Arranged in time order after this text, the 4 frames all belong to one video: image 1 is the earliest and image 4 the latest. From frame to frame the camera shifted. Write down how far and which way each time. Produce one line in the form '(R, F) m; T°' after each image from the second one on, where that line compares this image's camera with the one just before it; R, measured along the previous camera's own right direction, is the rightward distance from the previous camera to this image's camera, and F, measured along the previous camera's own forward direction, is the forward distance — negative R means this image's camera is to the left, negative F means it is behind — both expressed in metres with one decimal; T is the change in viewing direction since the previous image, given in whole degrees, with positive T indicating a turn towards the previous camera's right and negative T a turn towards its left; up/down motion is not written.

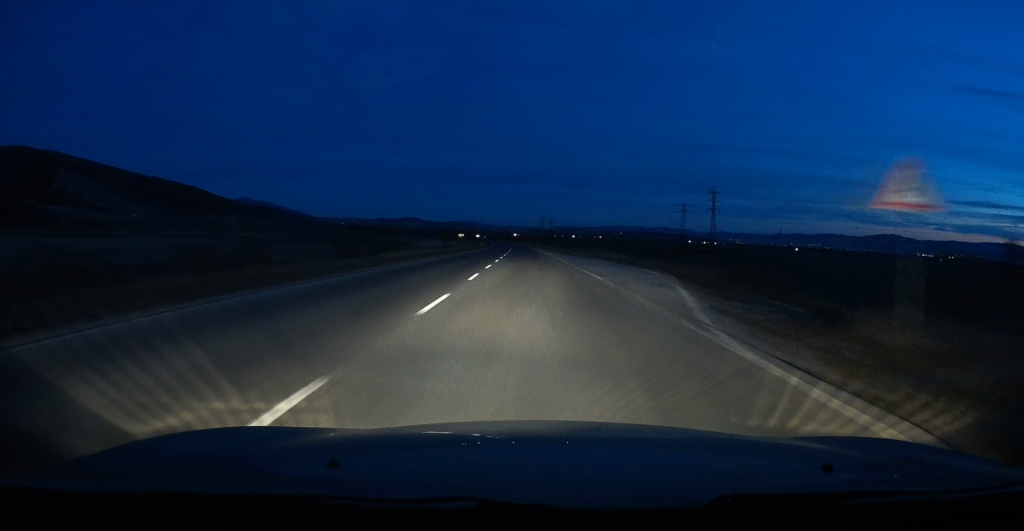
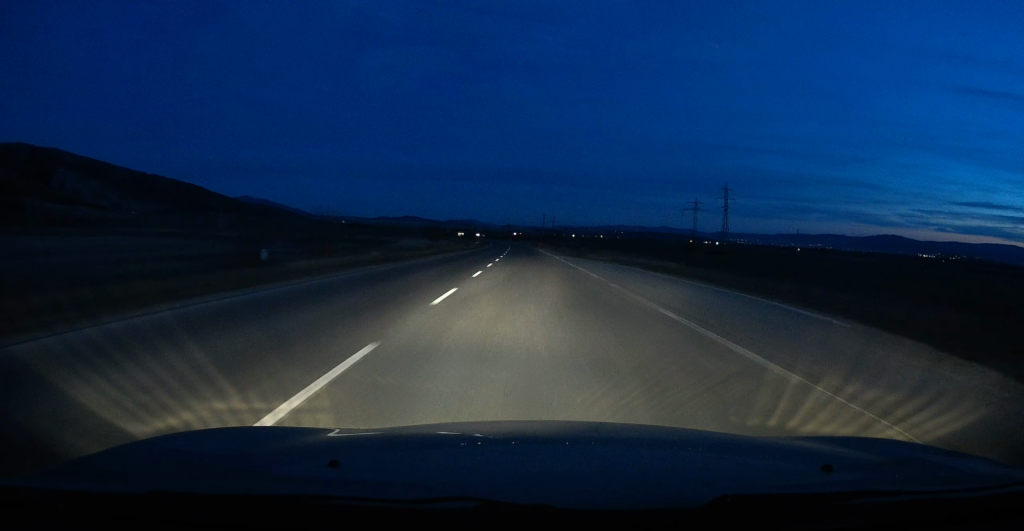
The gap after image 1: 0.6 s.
(0.0, +13.8) m; 0°
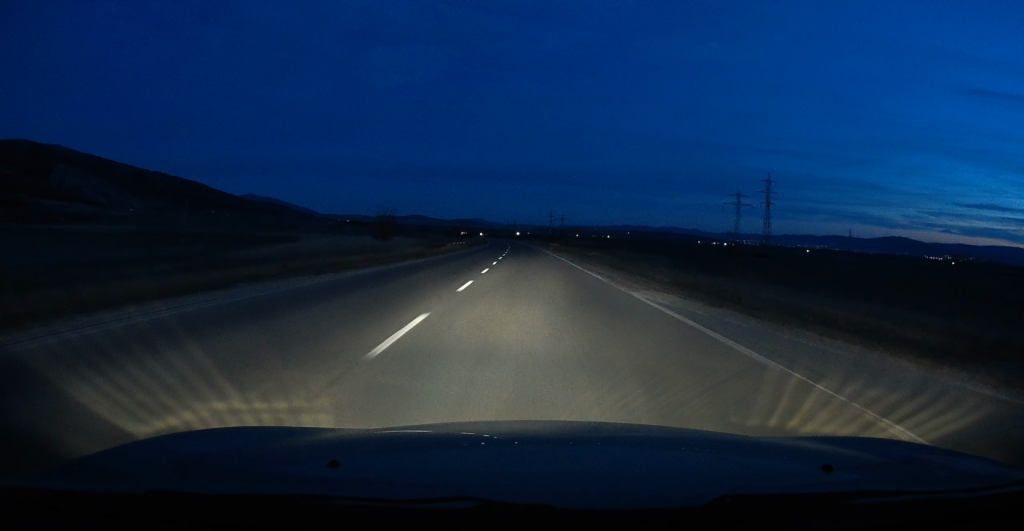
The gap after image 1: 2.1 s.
(0.0, +35.0) m; 0°
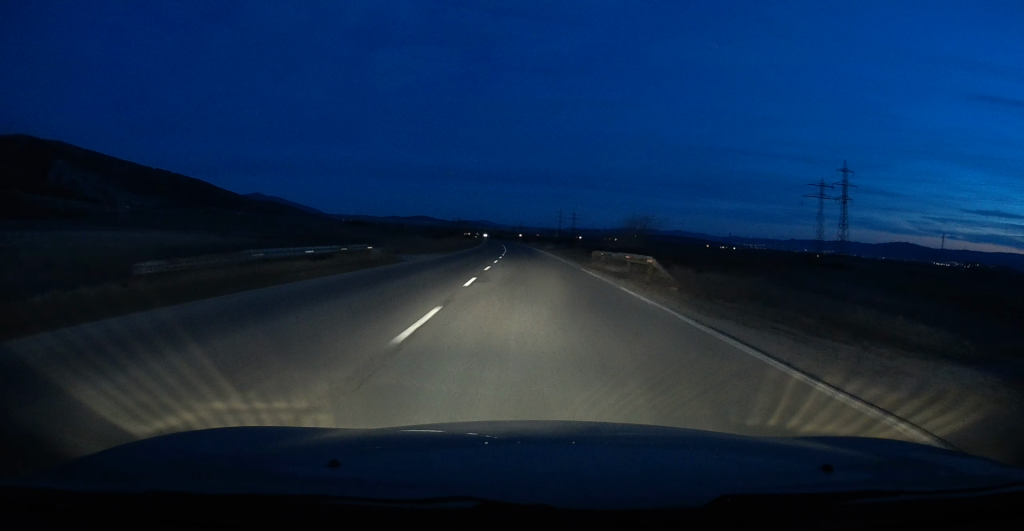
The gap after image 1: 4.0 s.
(-0.3, +44.9) m; -1°
